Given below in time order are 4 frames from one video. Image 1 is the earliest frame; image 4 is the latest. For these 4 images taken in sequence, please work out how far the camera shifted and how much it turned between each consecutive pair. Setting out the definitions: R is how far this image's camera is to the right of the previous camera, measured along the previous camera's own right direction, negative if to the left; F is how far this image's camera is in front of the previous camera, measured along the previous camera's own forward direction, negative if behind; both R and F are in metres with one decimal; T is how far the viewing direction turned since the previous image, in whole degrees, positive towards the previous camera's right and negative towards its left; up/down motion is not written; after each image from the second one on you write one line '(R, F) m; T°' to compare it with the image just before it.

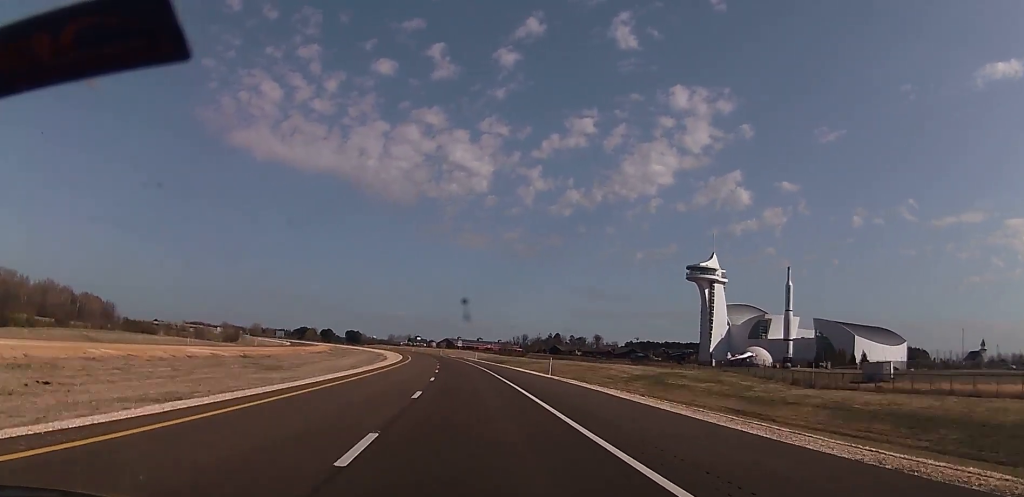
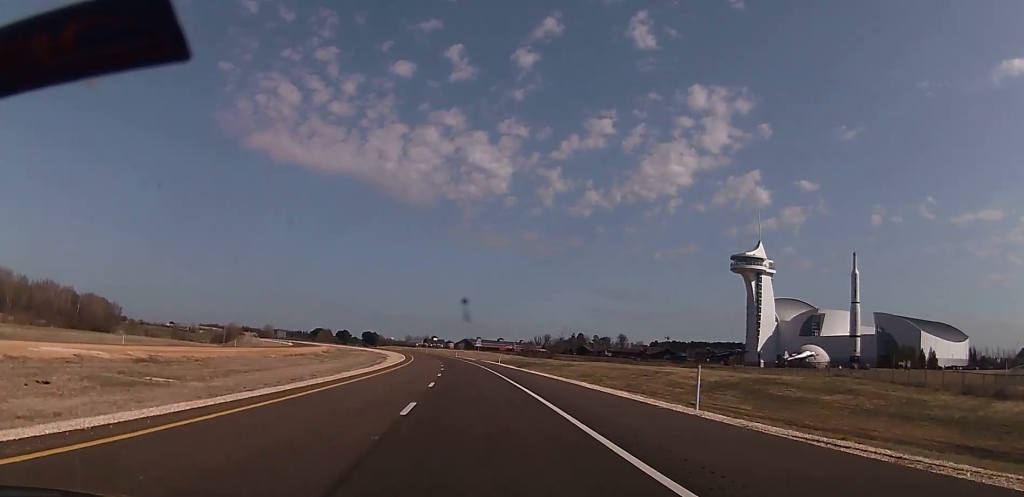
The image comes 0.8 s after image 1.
(-0.4, +29.6) m; -1°
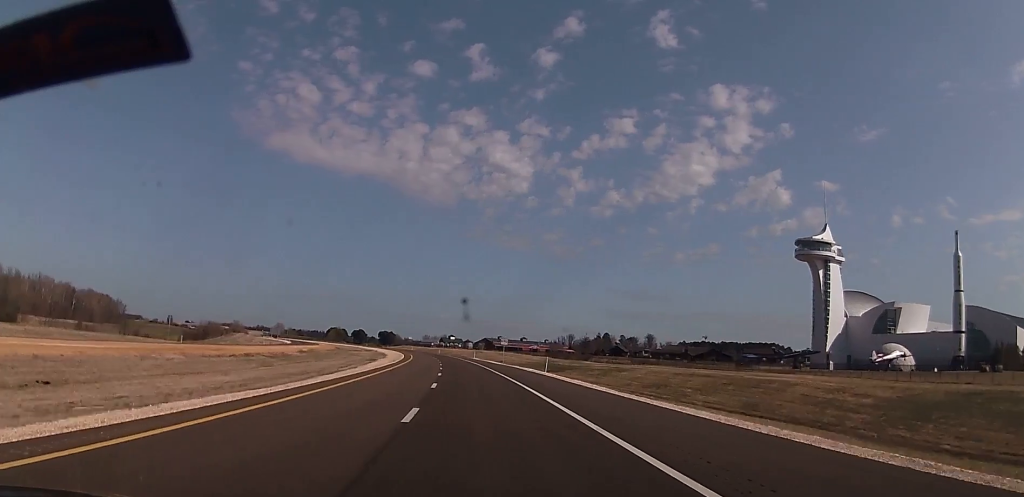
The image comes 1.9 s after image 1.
(-0.5, +37.9) m; -2°
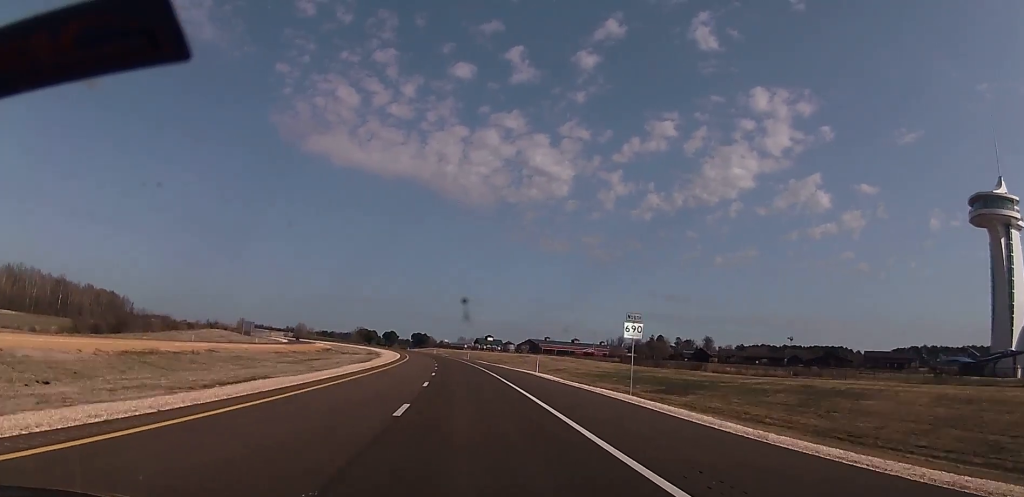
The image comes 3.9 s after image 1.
(-2.2, +71.5) m; -3°
